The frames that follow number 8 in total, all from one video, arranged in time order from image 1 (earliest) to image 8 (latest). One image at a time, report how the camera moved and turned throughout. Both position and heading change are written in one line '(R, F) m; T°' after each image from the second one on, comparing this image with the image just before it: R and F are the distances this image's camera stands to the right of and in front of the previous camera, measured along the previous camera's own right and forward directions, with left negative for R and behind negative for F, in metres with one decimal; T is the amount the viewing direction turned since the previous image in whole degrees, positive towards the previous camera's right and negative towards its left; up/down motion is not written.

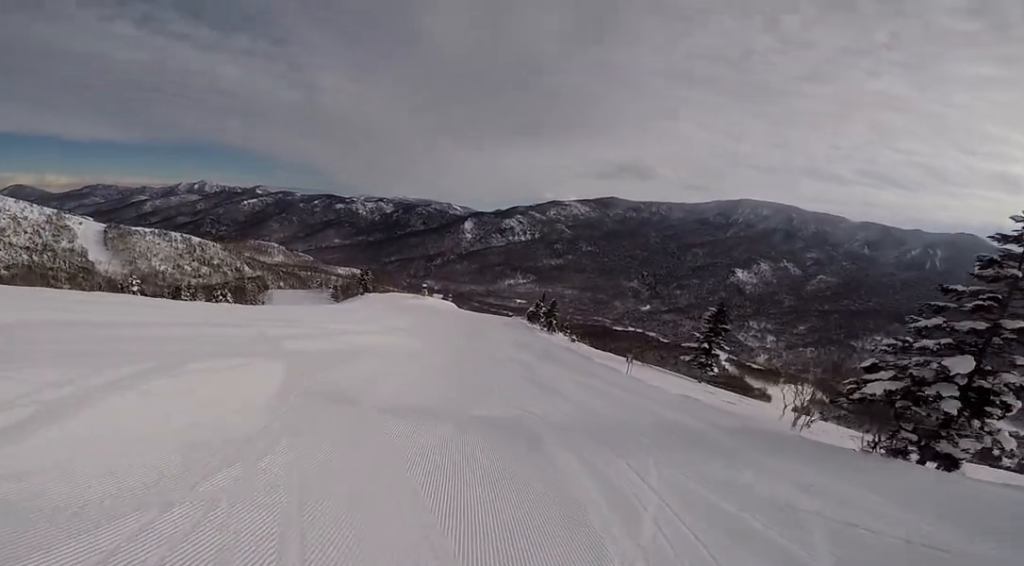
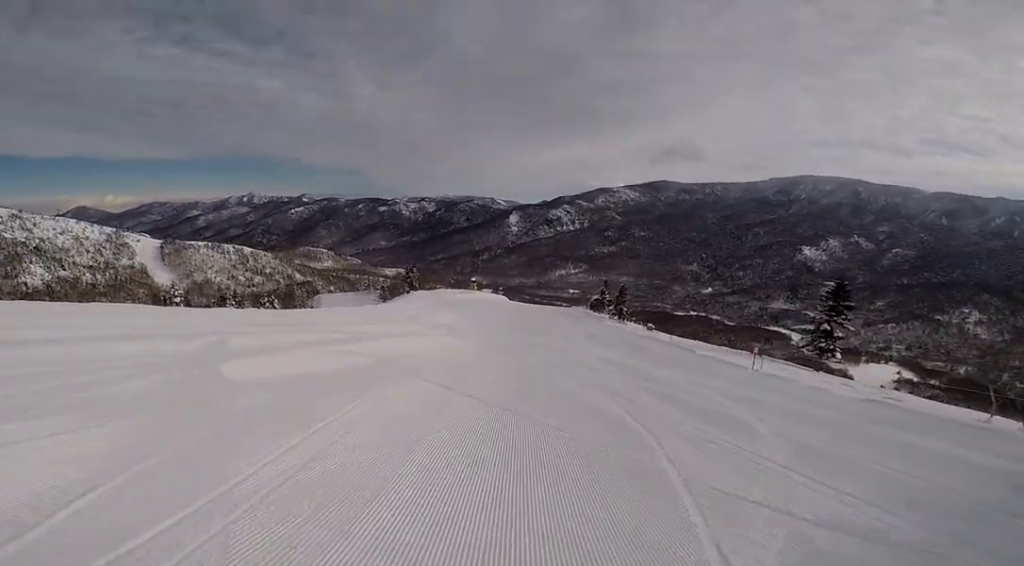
(-0.1, +5.7) m; +10°
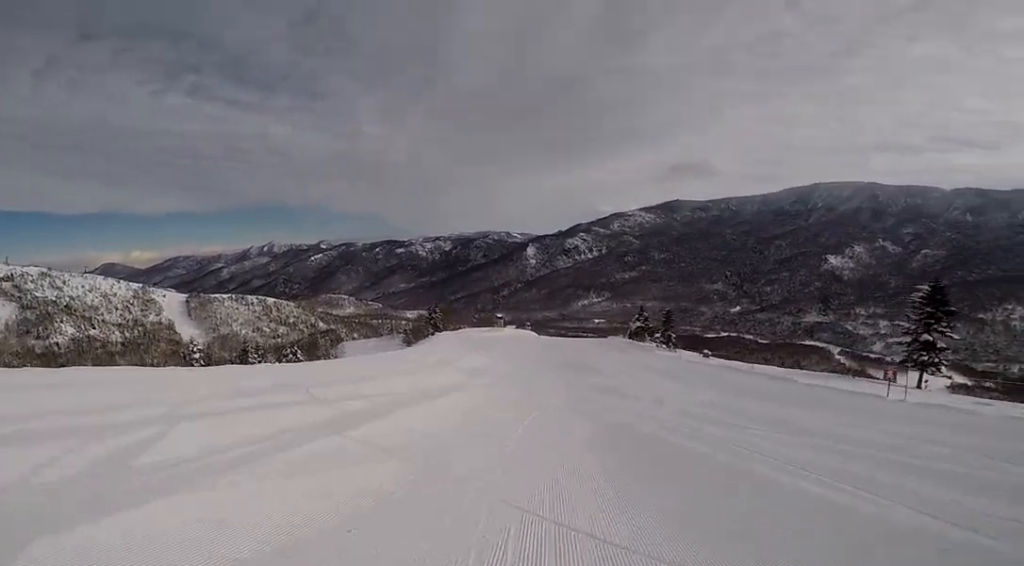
(+0.9, +4.6) m; +9°
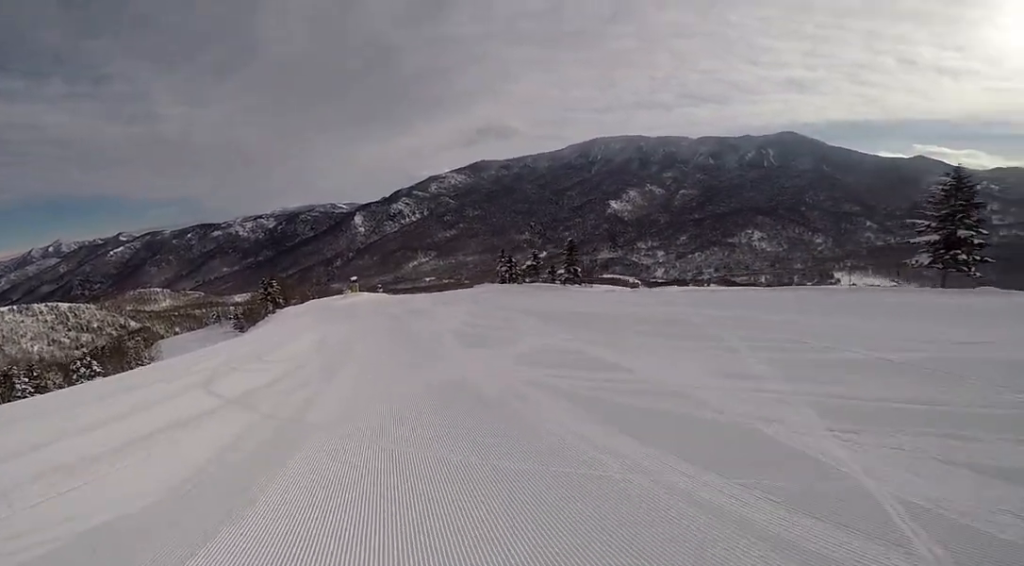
(+3.6, +16.6) m; +9°
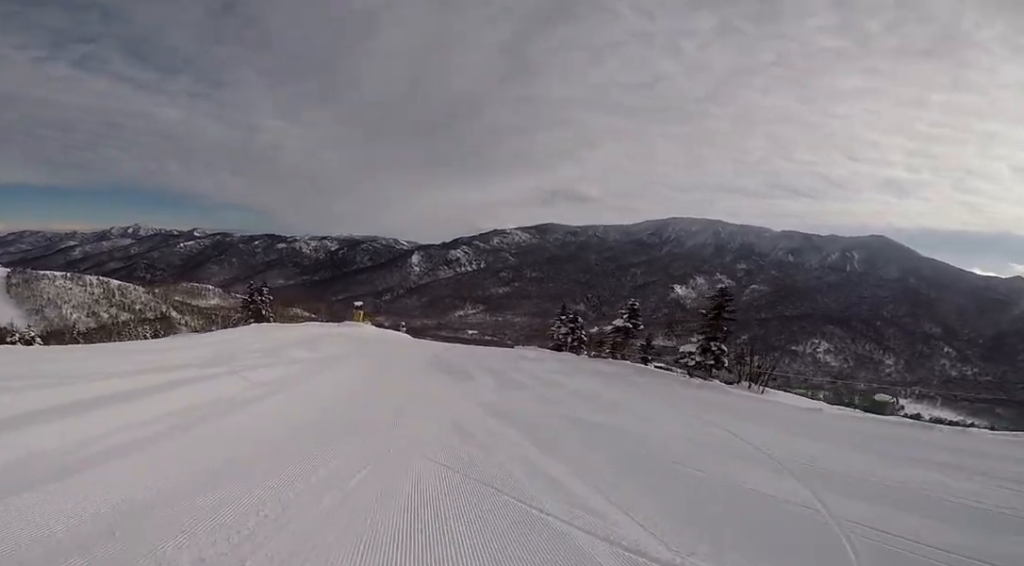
(-6.9, +19.7) m; -28°
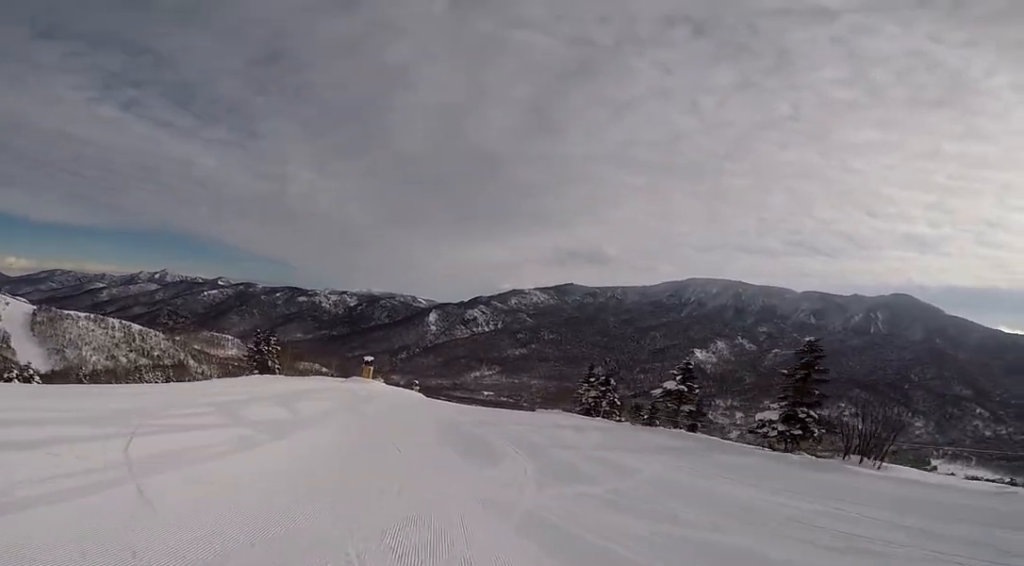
(-0.1, +4.0) m; +4°
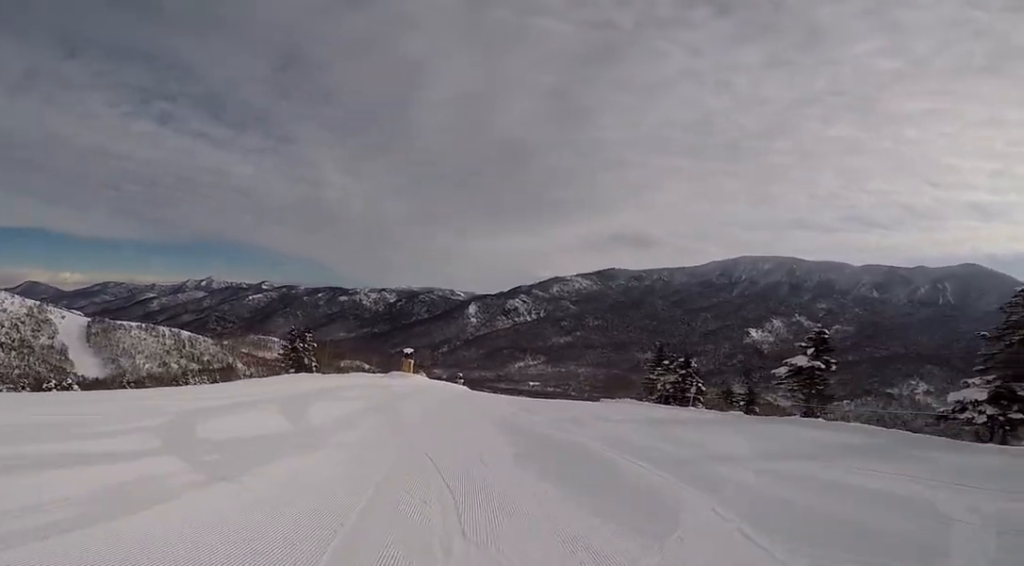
(-0.3, +4.6) m; +5°
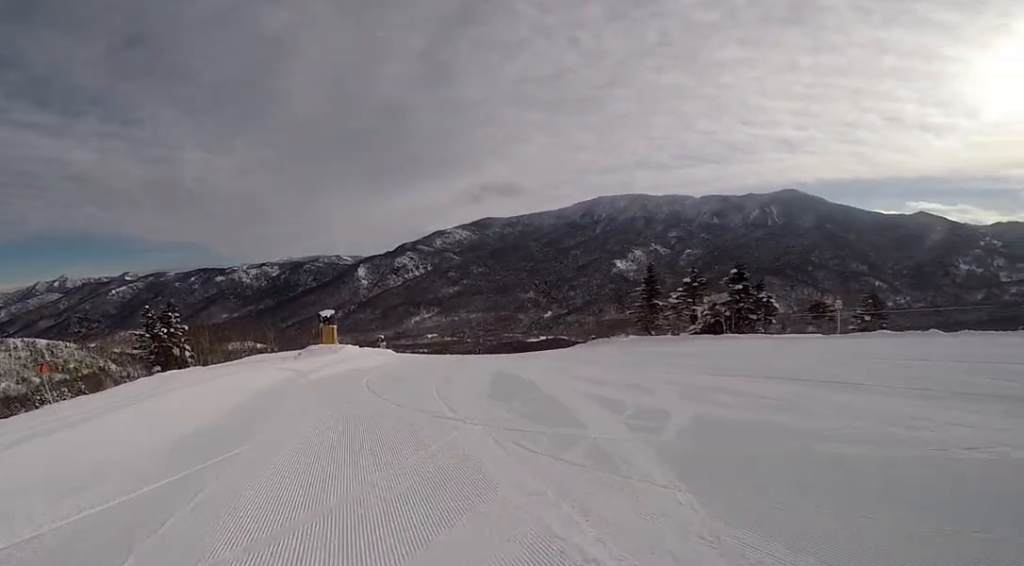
(+4.1, +14.0) m; +16°
